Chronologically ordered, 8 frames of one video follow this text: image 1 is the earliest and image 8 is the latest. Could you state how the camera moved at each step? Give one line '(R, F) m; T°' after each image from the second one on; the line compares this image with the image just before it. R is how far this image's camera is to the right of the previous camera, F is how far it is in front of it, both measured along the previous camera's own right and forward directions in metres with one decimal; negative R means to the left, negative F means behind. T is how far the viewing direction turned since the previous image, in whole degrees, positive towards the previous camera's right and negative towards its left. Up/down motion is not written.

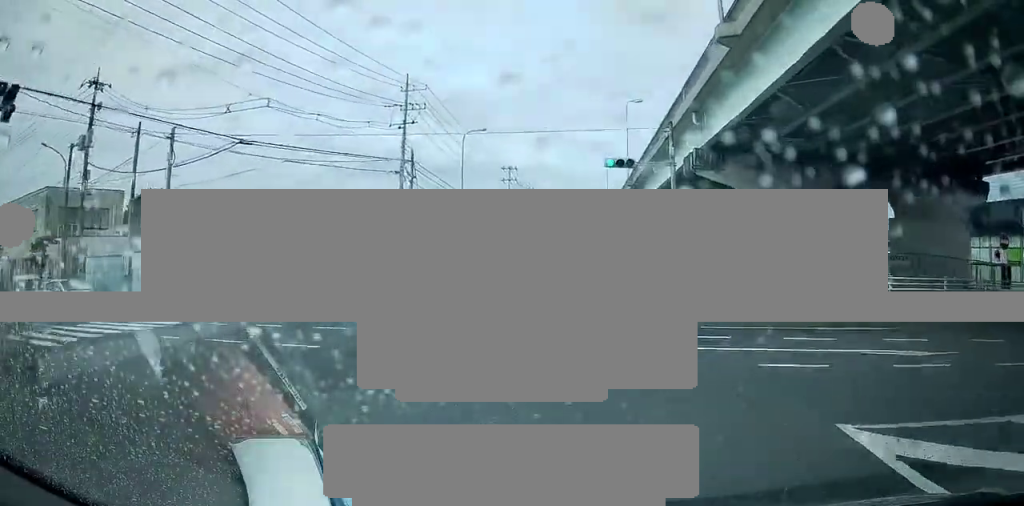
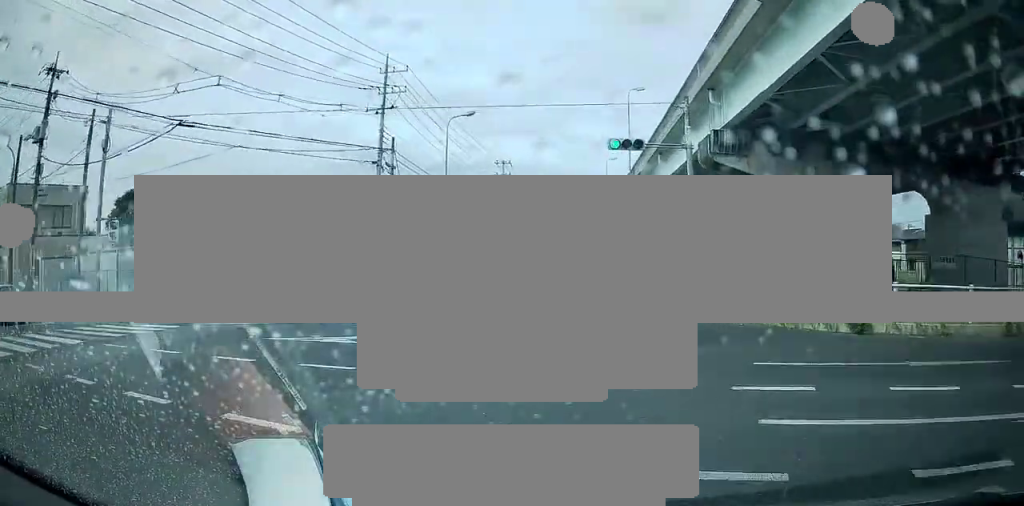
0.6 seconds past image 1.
(0.0, +4.2) m; 0°
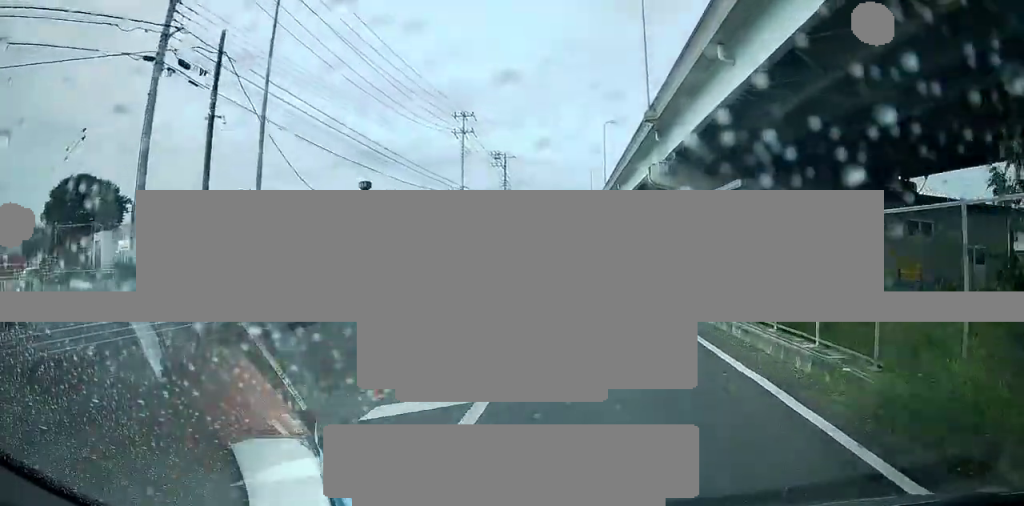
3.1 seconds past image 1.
(0.0, +20.6) m; 0°
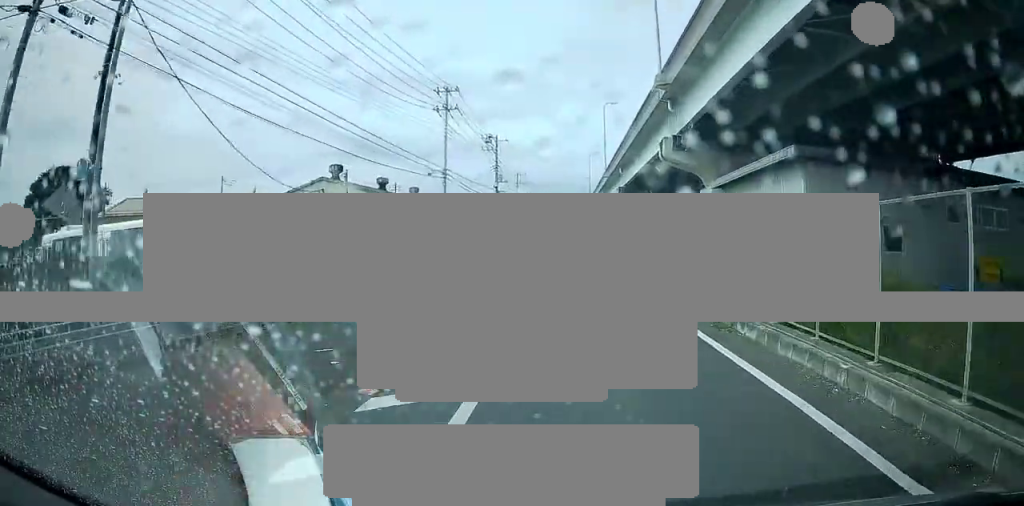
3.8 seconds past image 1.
(0.0, +5.9) m; 0°
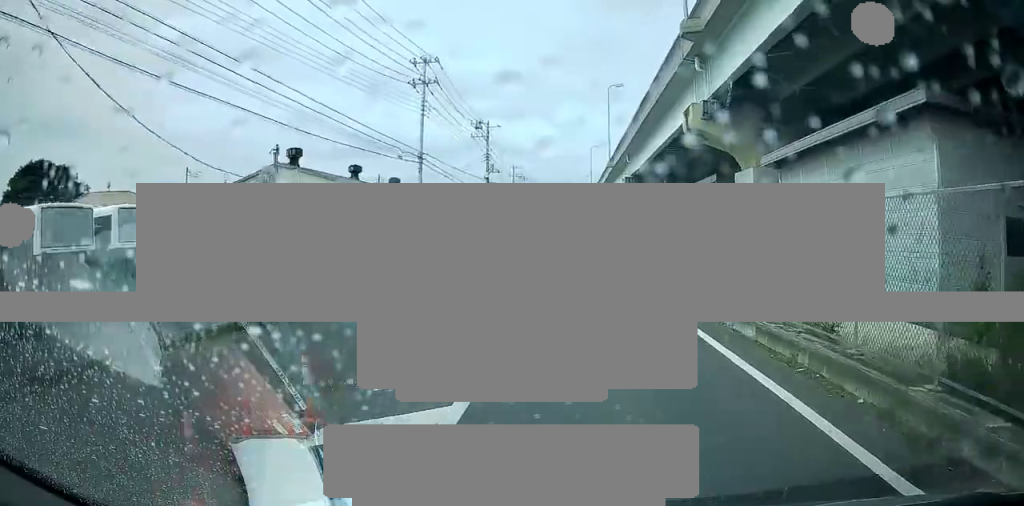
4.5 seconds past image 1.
(0.0, +7.0) m; 0°
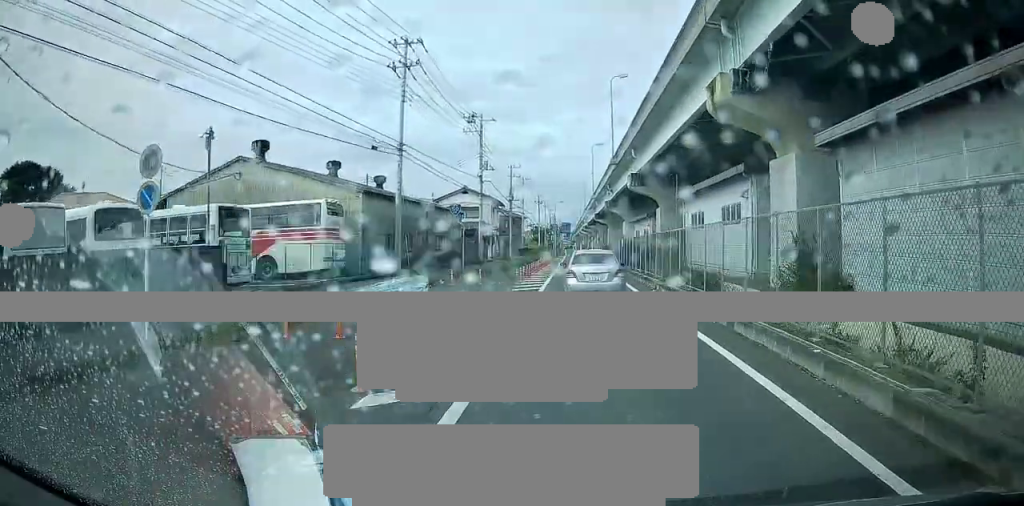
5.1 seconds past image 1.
(+0.1, +5.0) m; 0°
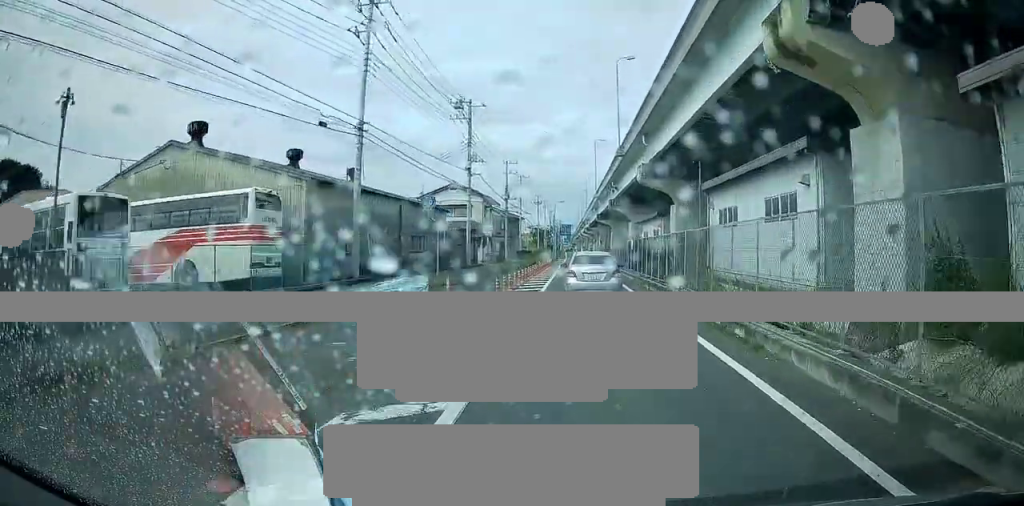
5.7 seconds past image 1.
(0.0, +5.8) m; -1°
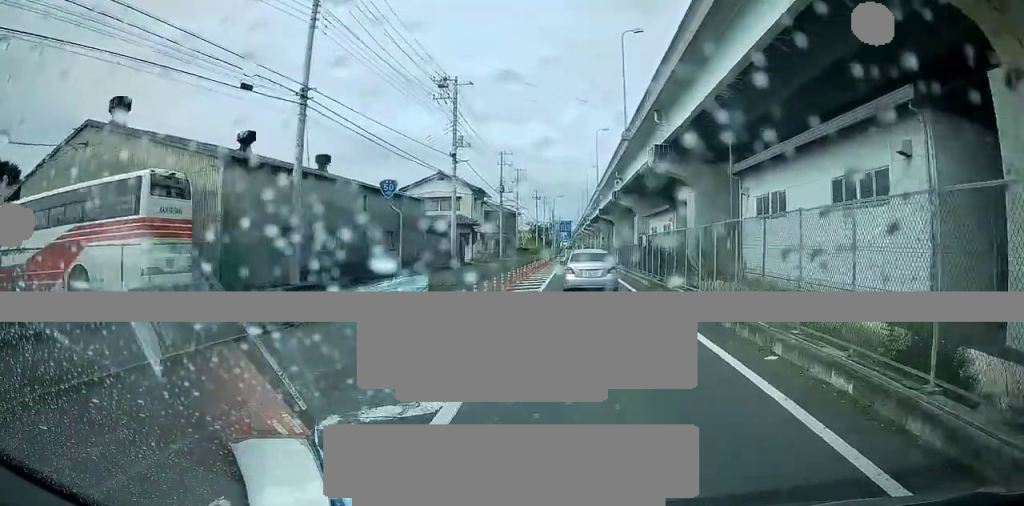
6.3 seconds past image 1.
(0.0, +6.6) m; 0°
